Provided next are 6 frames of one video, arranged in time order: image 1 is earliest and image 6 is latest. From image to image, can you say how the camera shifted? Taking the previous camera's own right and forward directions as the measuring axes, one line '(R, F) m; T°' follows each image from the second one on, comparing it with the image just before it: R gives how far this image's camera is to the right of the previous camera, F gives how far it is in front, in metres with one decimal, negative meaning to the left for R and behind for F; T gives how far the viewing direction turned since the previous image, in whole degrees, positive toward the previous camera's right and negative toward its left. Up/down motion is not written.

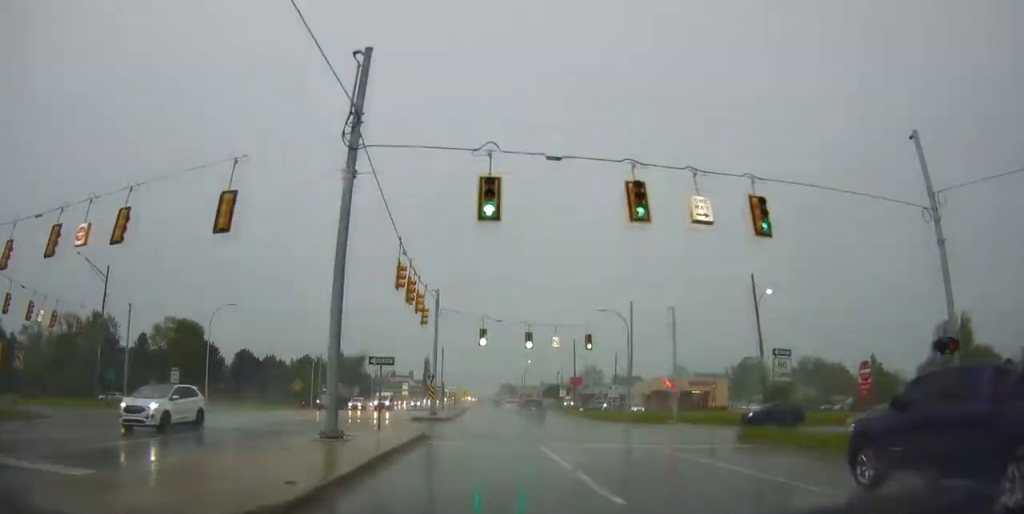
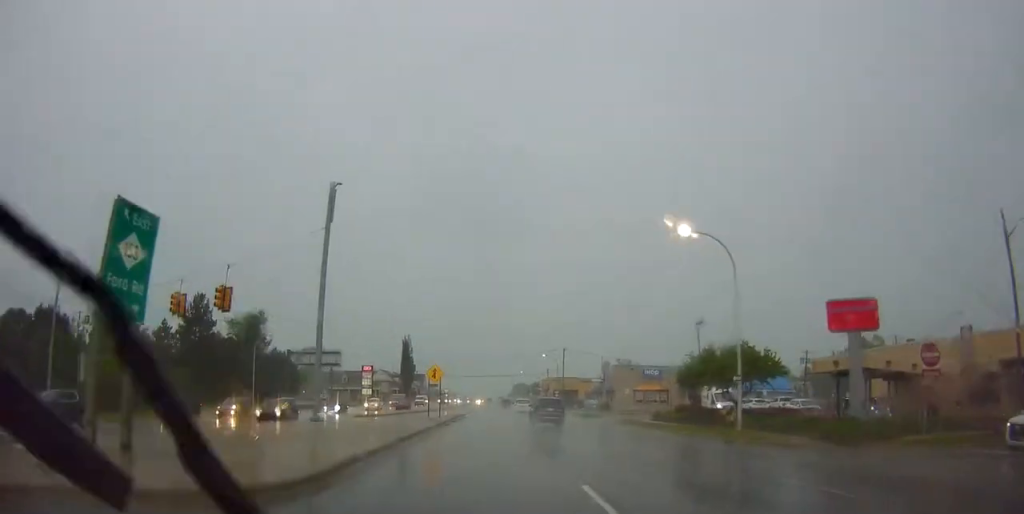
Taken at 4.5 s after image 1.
(+1.0, +83.9) m; +1°
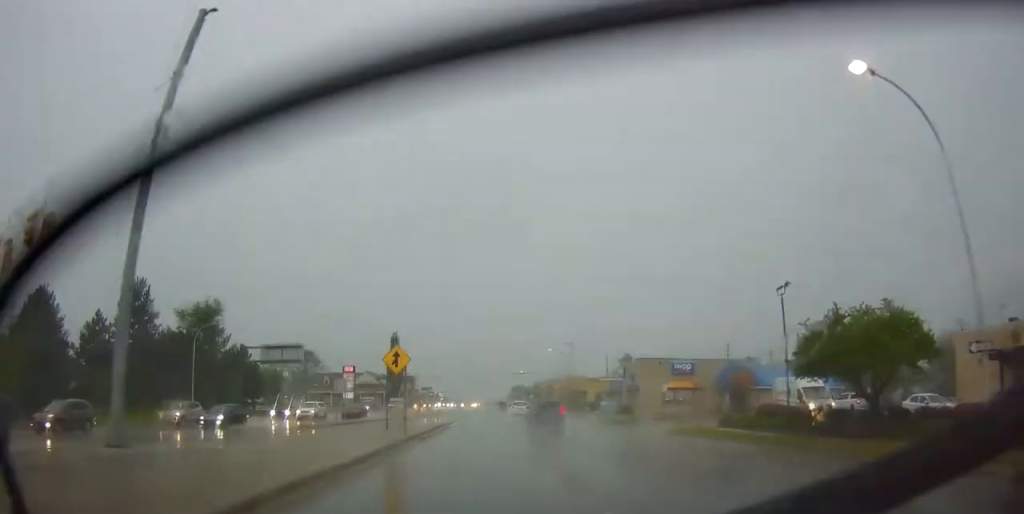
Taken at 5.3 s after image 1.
(0.0, +15.3) m; 0°
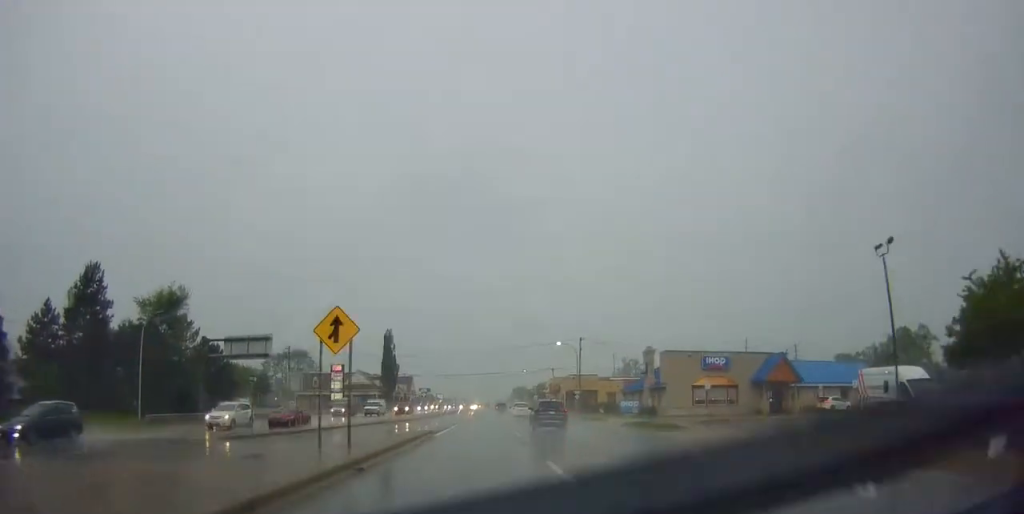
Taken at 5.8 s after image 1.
(0.0, +10.1) m; -1°
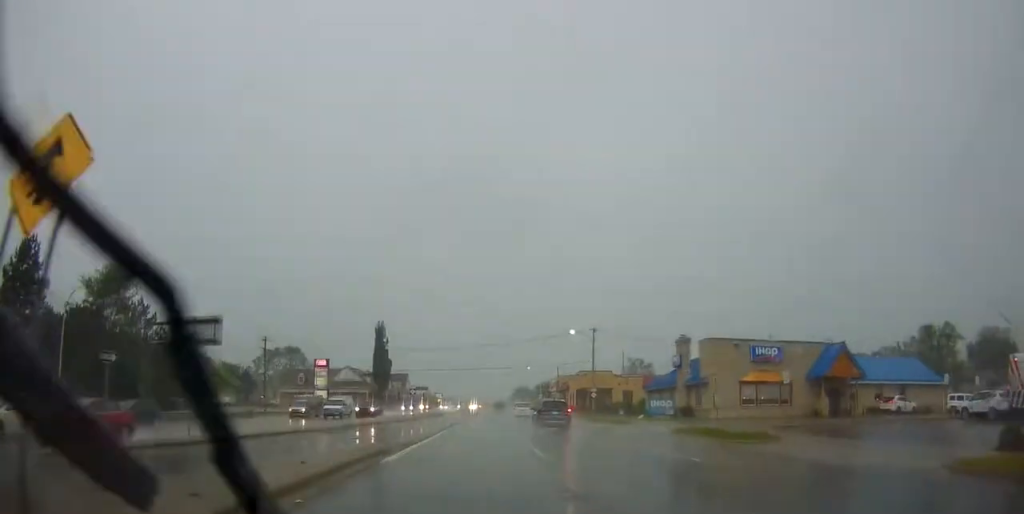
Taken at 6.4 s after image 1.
(+0.1, +11.4) m; -1°
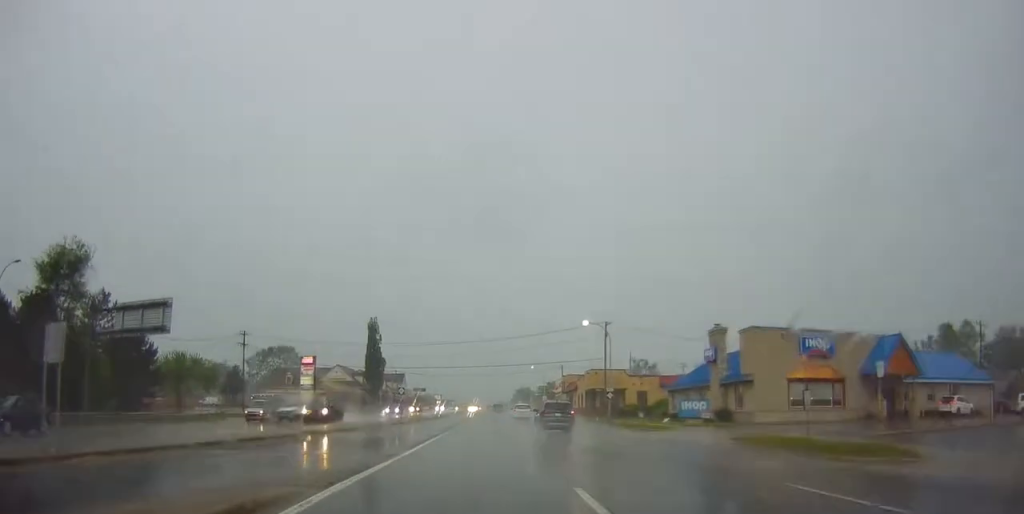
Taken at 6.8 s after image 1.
(-0.2, +8.3) m; 0°
